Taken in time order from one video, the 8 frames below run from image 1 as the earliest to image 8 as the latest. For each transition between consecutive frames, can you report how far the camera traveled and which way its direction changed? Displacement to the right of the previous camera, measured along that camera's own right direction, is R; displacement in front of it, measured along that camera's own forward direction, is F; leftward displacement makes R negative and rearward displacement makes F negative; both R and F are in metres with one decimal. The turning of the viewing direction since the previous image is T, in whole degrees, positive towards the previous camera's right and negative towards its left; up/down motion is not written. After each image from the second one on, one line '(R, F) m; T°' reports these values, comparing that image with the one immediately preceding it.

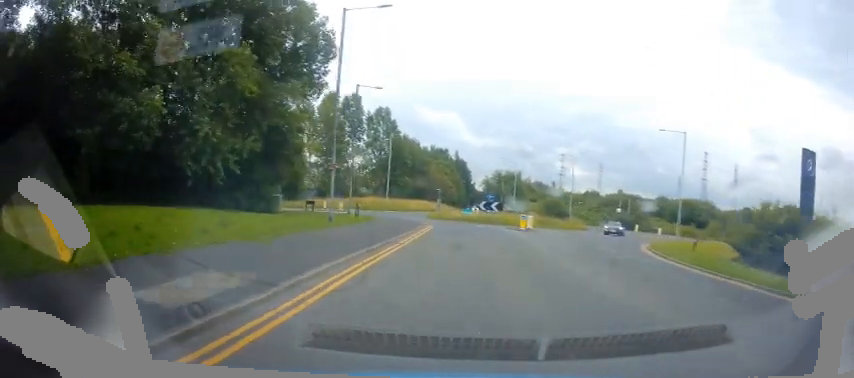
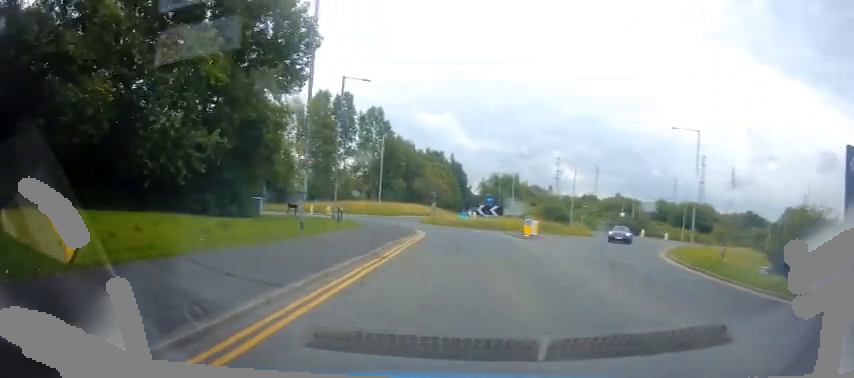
(0.0, +3.5) m; 0°
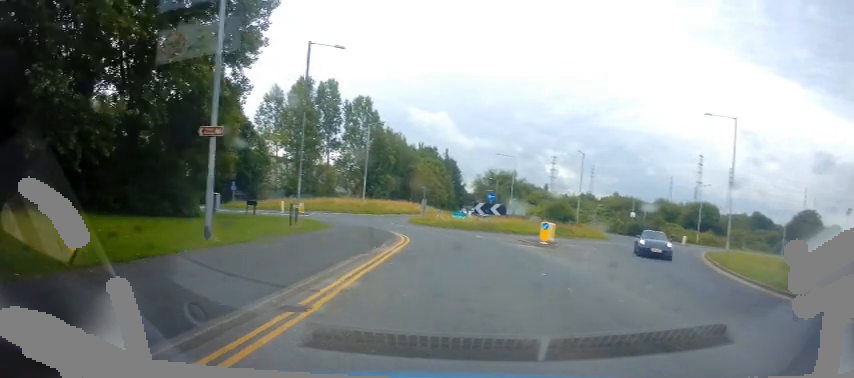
(0.0, +6.7) m; 0°
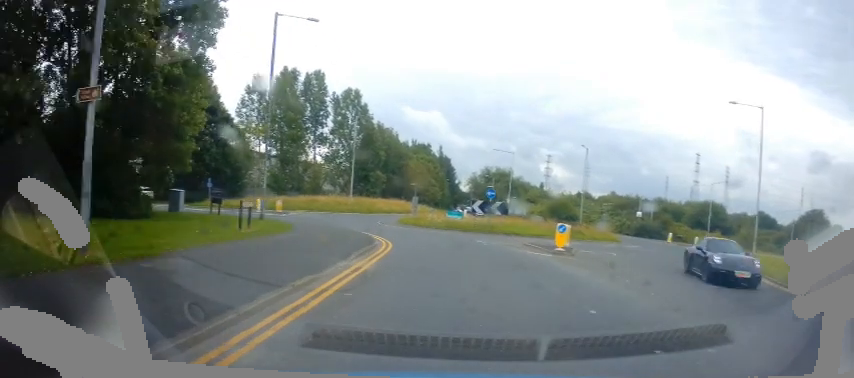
(0.0, +4.3) m; 0°
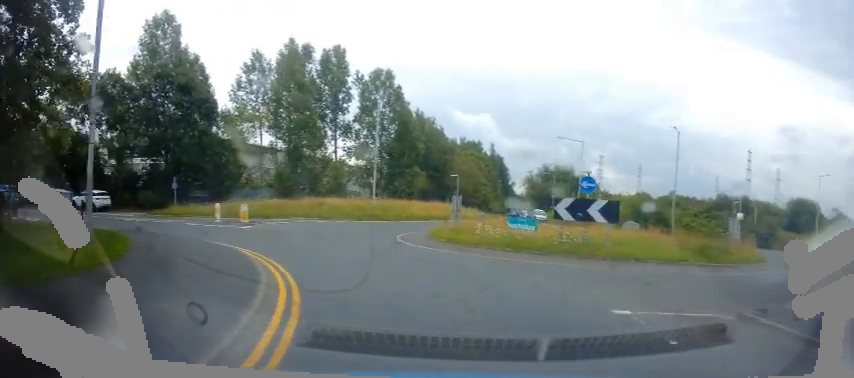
(-0.7, +13.5) m; -13°
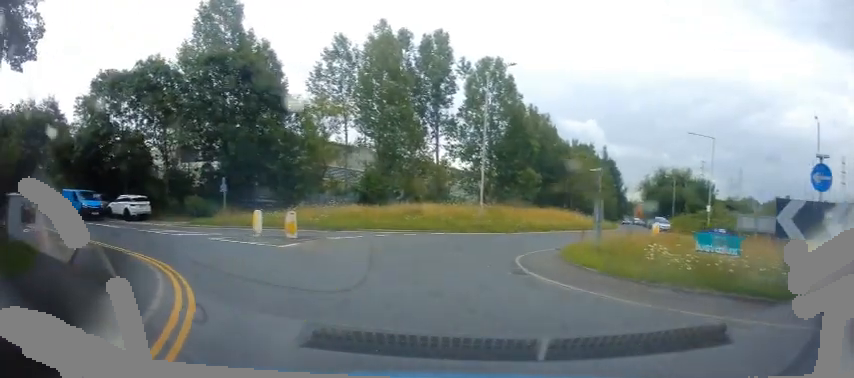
(-1.2, +7.6) m; -18°
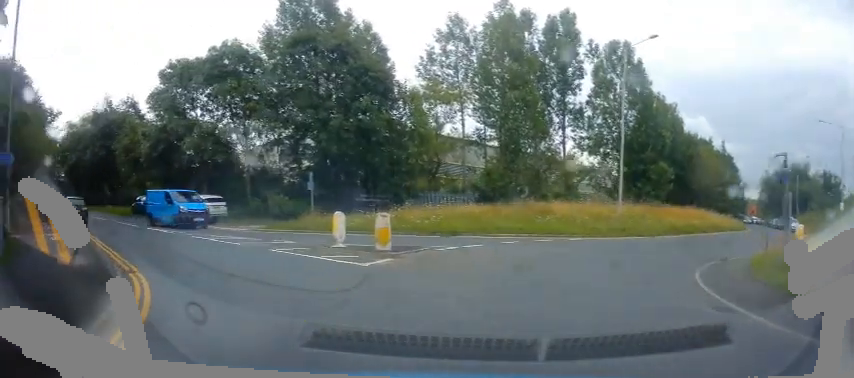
(-0.4, +5.1) m; -13°
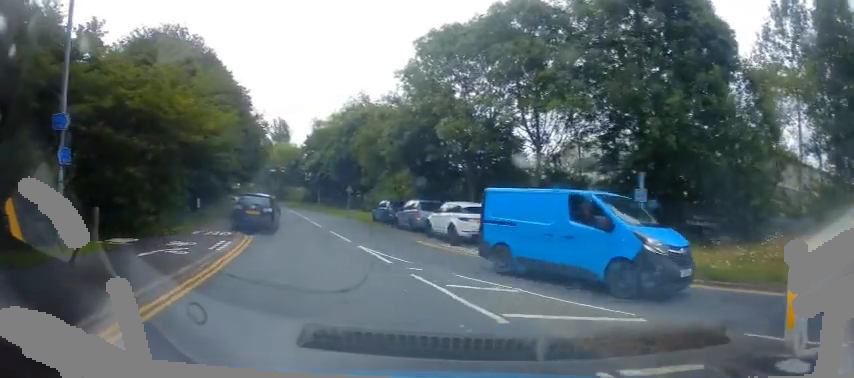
(-2.2, +9.2) m; -25°
